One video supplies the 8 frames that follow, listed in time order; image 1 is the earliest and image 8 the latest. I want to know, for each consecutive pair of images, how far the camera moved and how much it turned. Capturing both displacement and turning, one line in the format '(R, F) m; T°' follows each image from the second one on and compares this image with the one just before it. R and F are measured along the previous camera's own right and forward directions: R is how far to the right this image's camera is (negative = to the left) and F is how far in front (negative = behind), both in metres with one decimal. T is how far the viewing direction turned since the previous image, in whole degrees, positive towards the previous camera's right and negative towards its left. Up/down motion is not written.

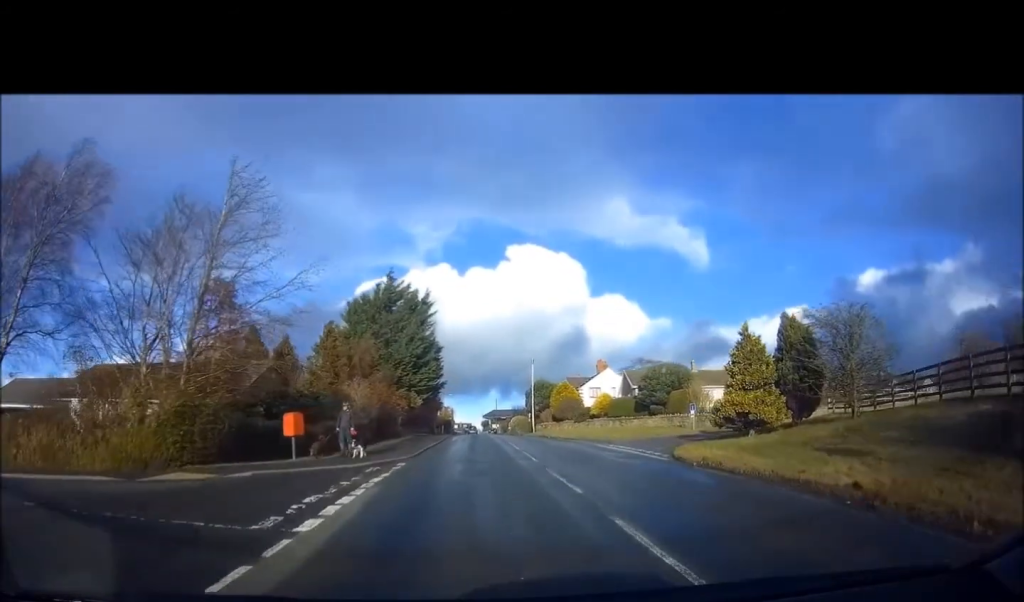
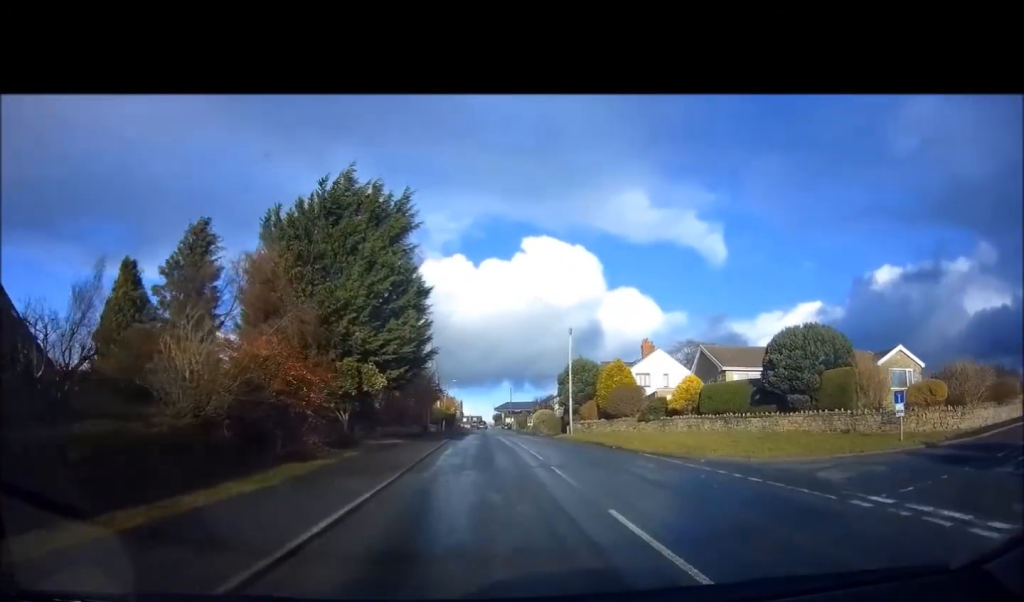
(-0.2, +17.5) m; -1°
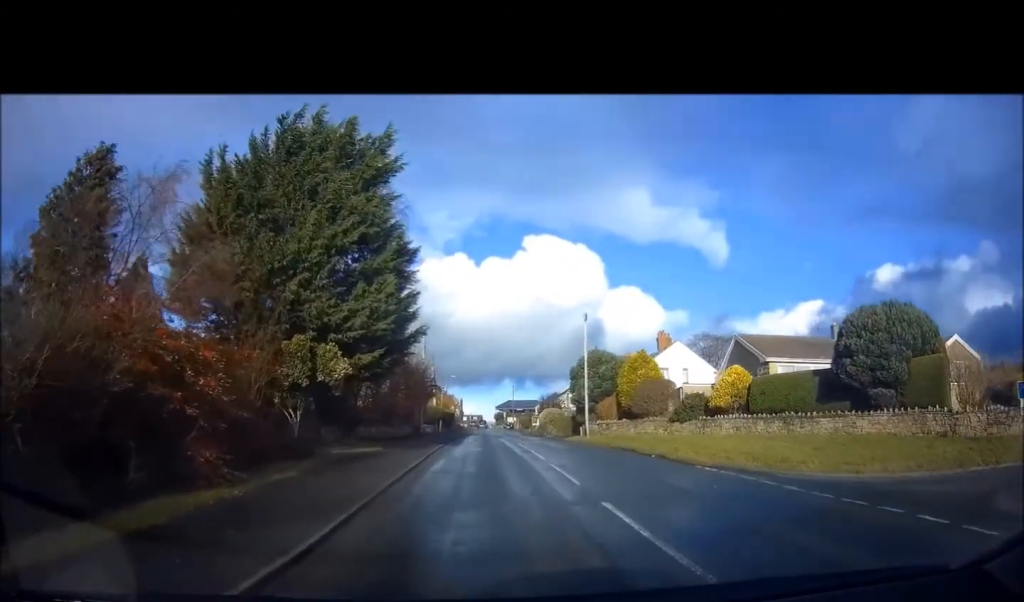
(-0.1, +5.6) m; 0°
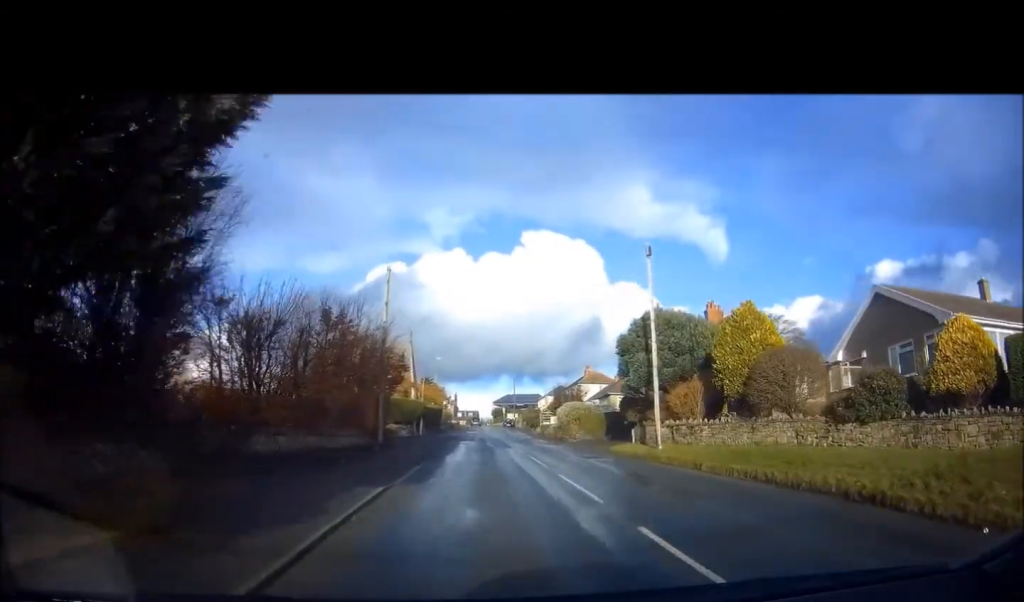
(+0.1, +13.8) m; 0°
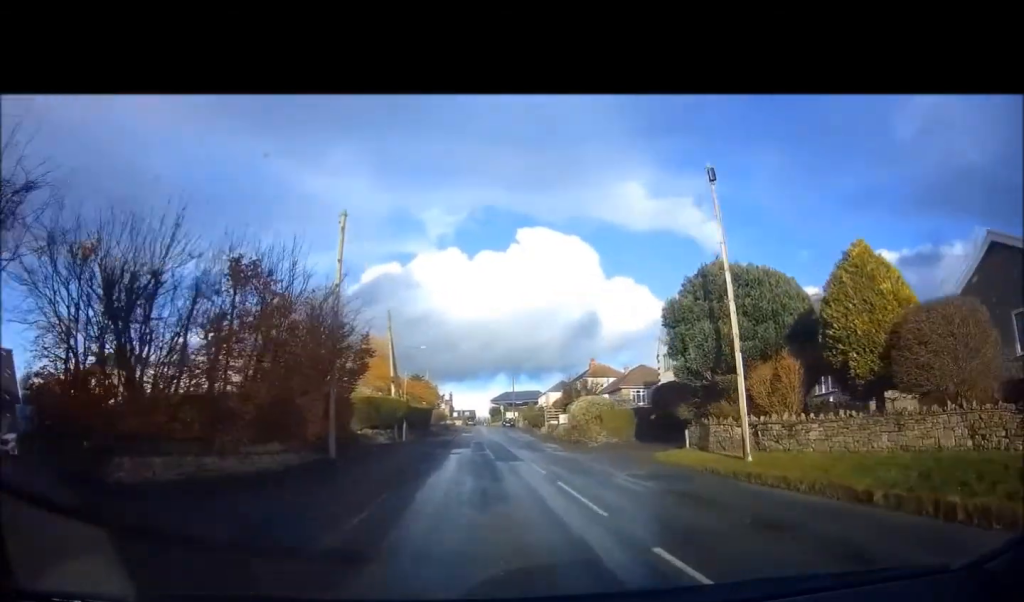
(0.0, +6.9) m; 0°
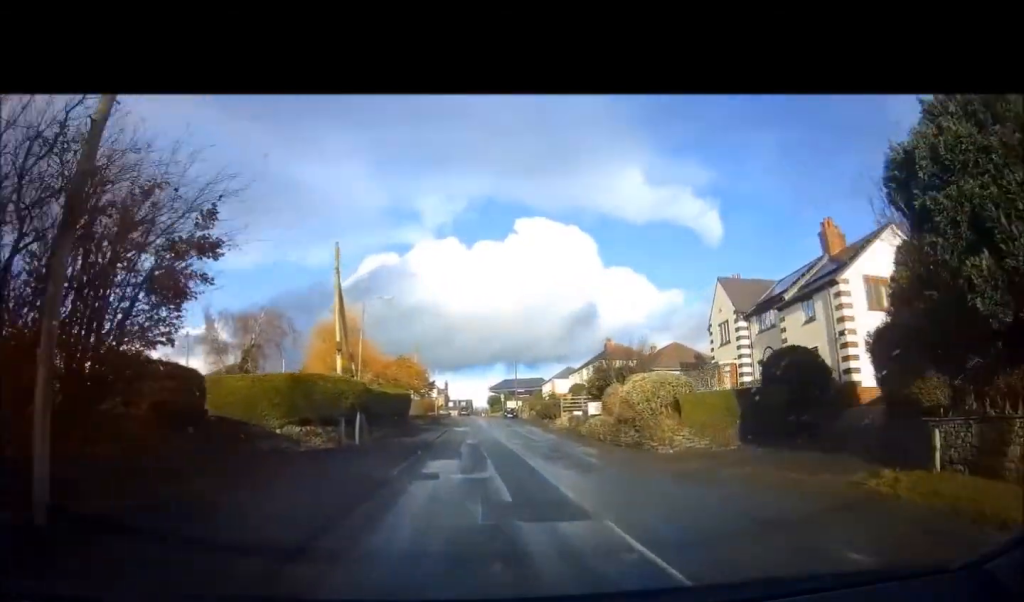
(+0.1, +11.0) m; 0°
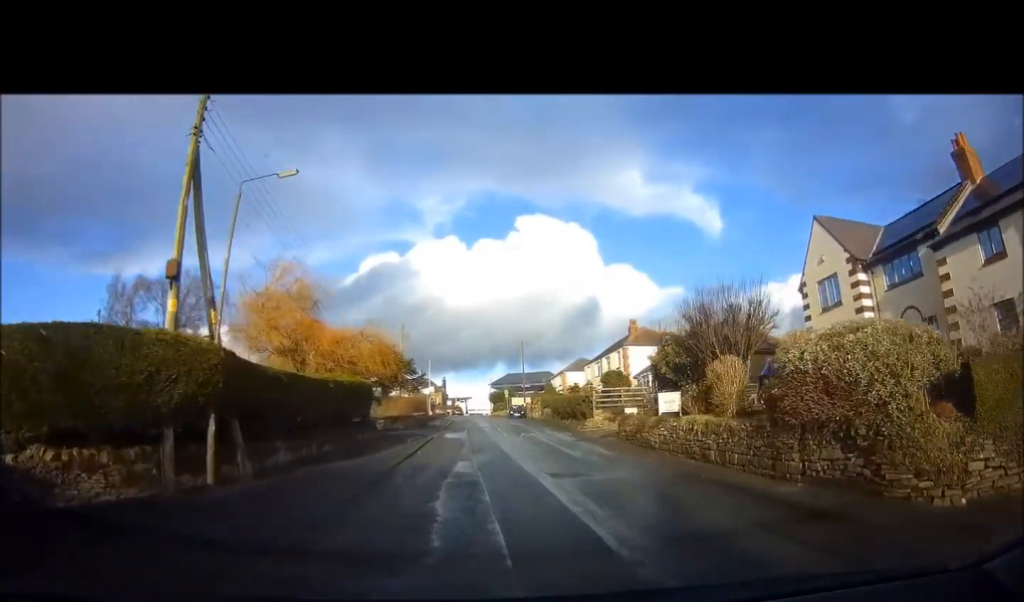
(0.0, +11.3) m; 0°
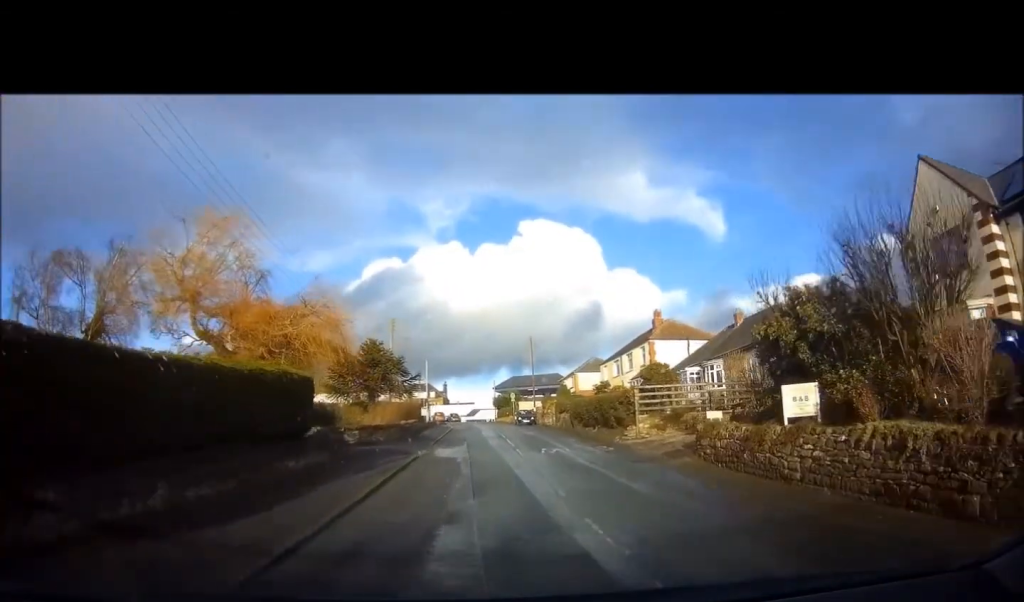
(0.0, +6.8) m; 0°
